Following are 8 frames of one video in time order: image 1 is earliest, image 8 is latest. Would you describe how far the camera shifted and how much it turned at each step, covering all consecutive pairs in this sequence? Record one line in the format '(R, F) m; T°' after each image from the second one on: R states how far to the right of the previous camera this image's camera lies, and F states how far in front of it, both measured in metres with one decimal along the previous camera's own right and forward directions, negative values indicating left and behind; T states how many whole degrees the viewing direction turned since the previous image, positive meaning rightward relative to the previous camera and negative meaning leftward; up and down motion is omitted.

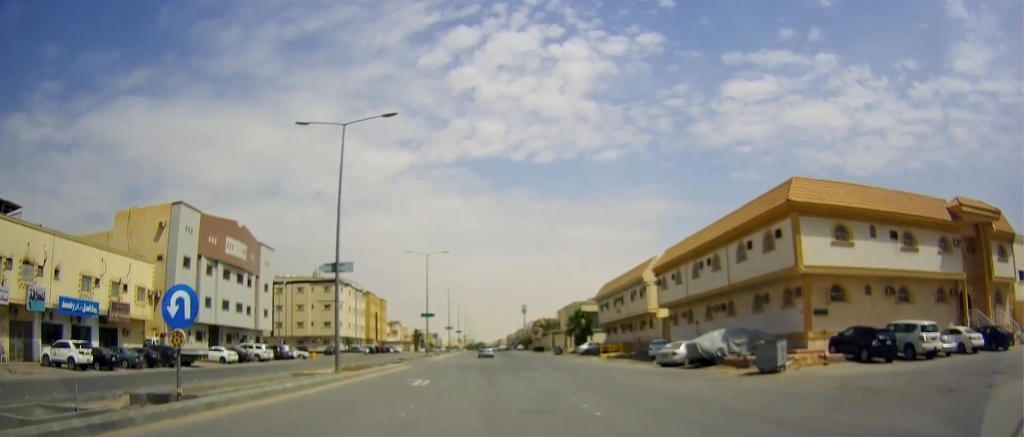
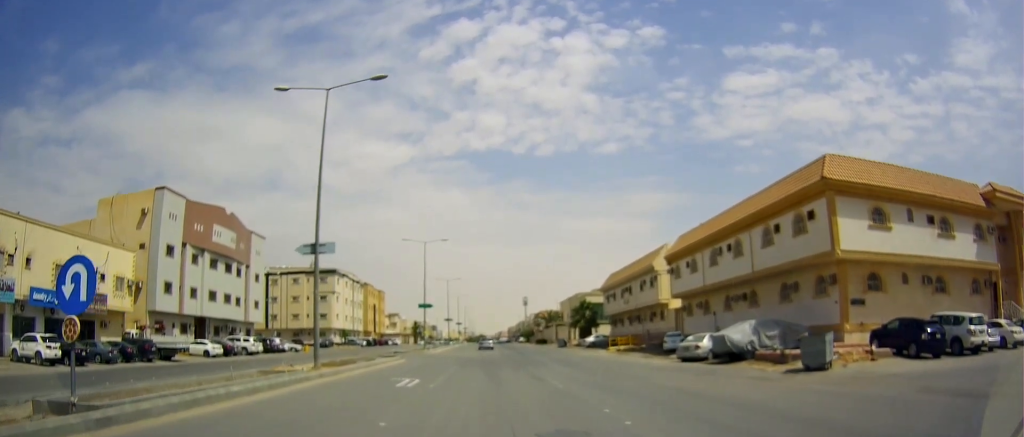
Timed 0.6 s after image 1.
(+0.1, +3.3) m; -1°
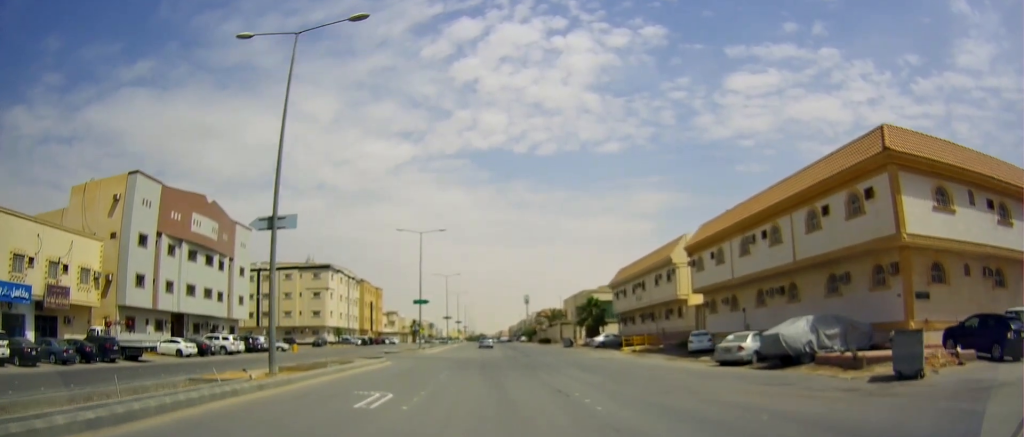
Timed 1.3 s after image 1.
(-0.2, +4.9) m; 0°
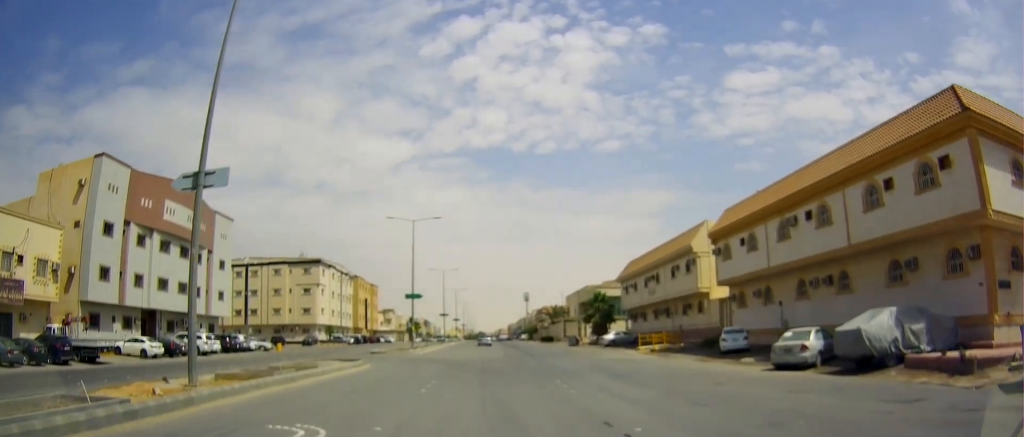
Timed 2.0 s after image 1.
(0.0, +5.1) m; 0°
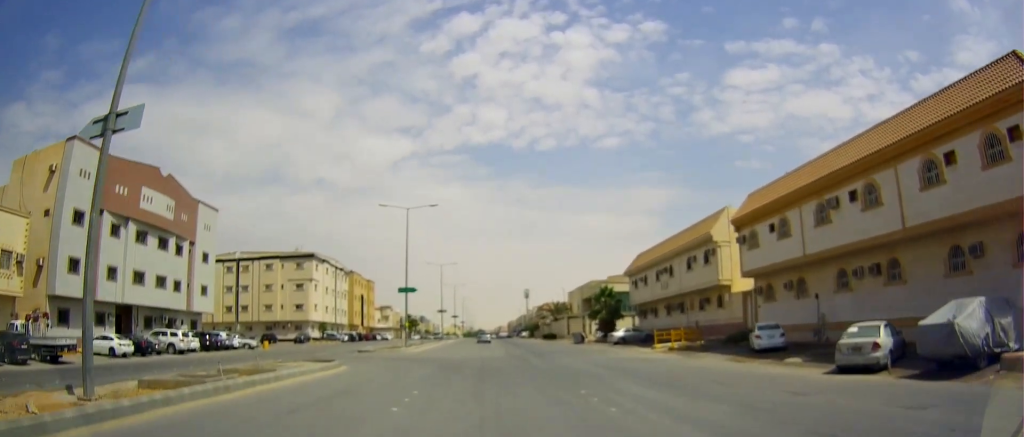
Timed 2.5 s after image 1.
(+0.2, +4.0) m; 0°
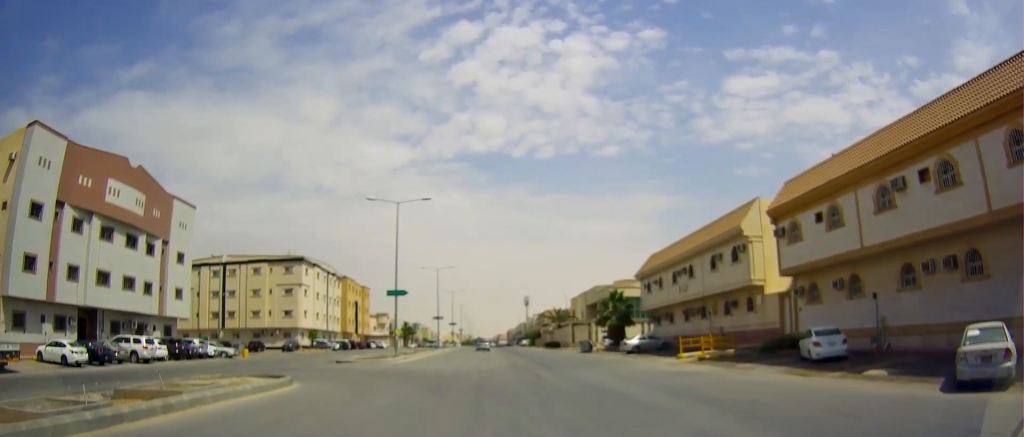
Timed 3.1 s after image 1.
(-0.1, +5.2) m; -1°
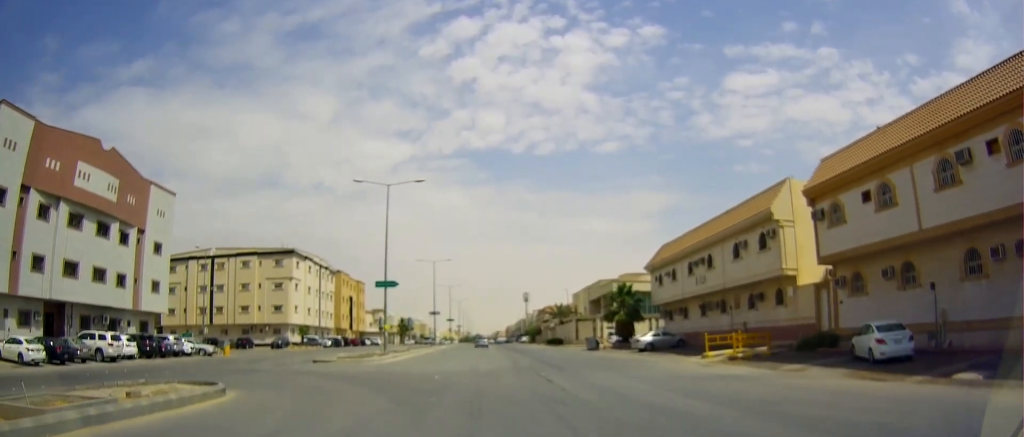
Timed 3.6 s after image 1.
(-0.1, +4.1) m; -1°
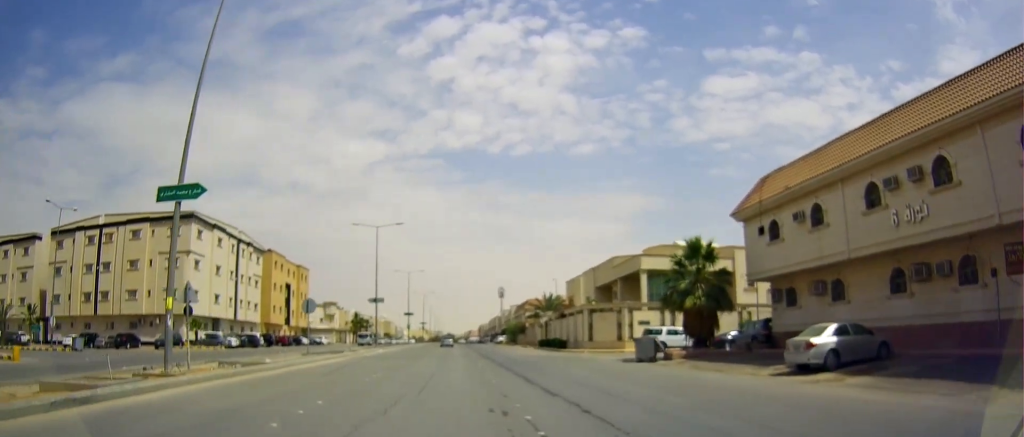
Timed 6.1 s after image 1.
(+1.3, +26.6) m; +5°
